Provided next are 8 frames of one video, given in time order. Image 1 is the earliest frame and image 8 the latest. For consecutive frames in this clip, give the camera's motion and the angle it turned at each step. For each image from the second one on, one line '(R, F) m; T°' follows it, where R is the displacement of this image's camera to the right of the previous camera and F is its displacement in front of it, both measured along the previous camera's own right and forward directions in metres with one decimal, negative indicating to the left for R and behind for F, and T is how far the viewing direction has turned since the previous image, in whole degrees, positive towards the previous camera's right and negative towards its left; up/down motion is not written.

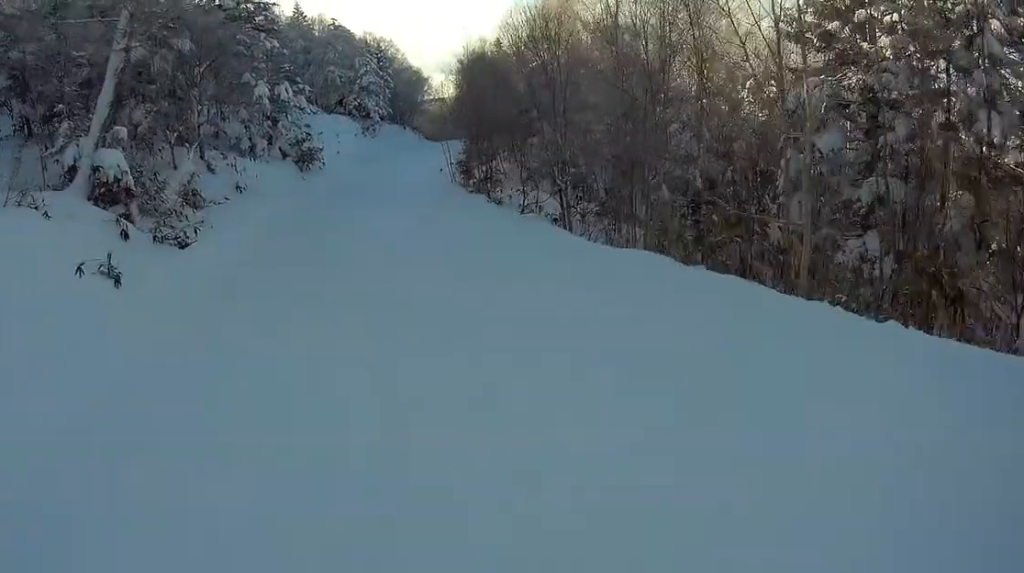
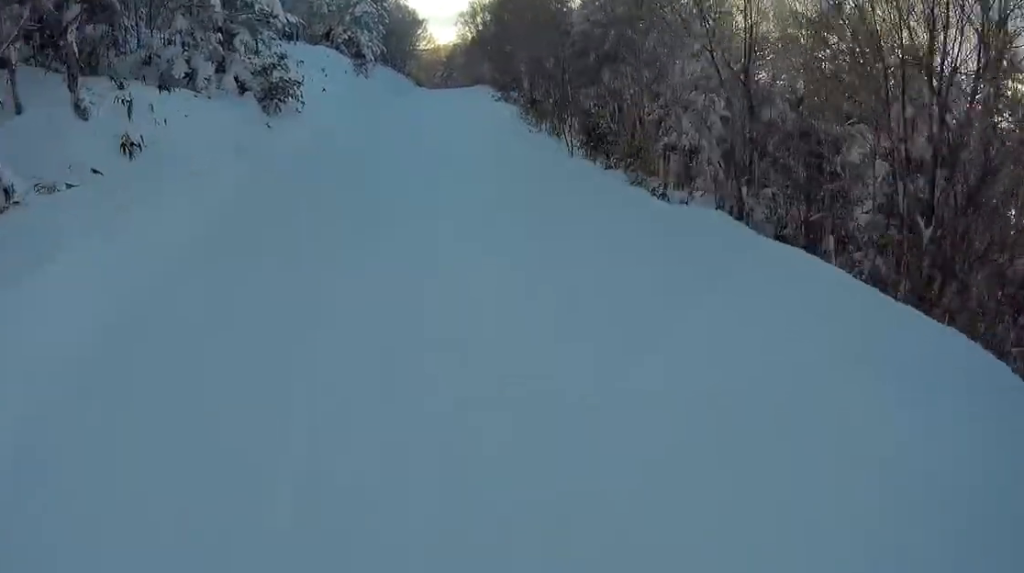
(-0.2, +9.8) m; -6°
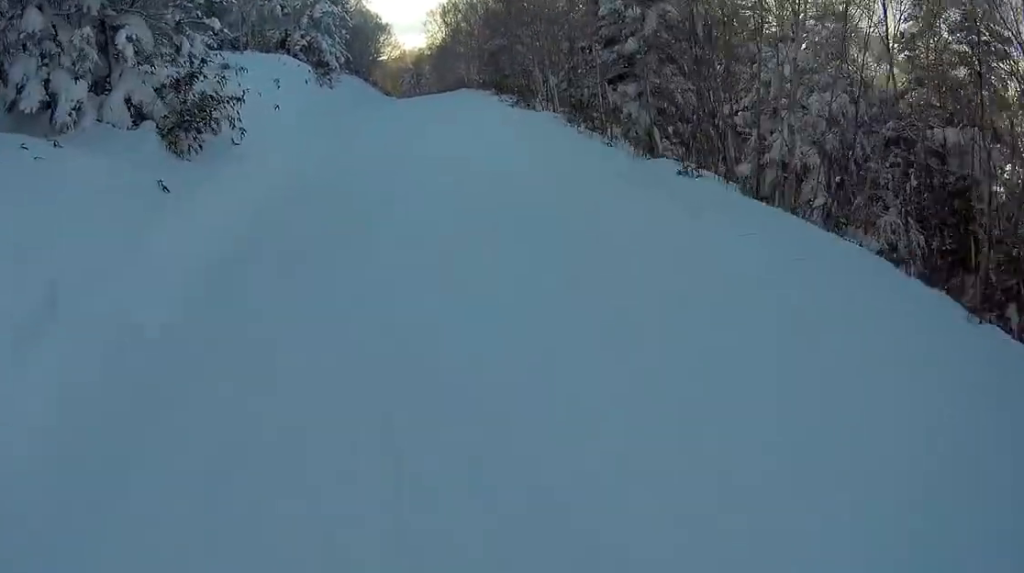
(-0.5, +6.9) m; -1°
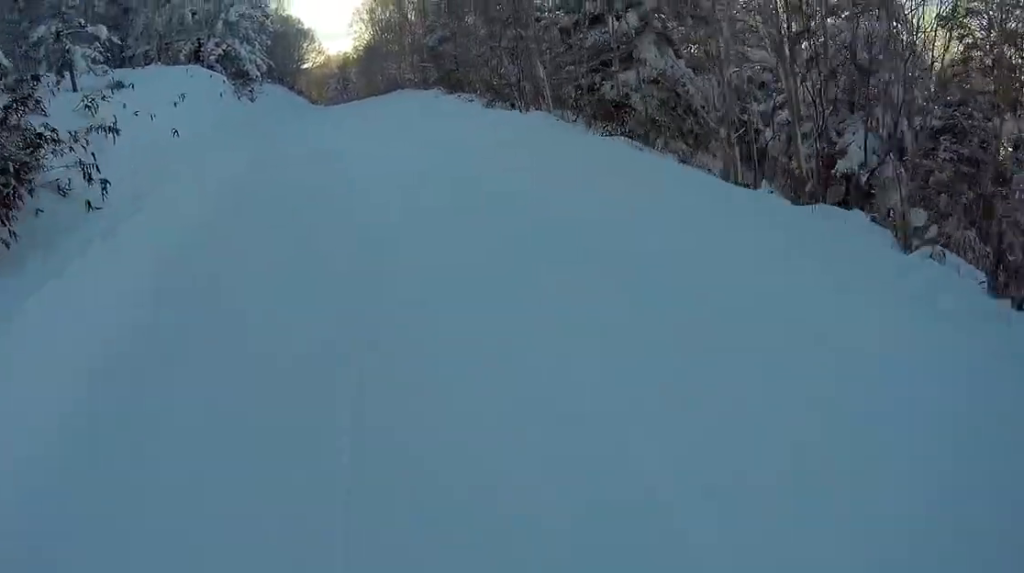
(+0.7, +4.8) m; 0°
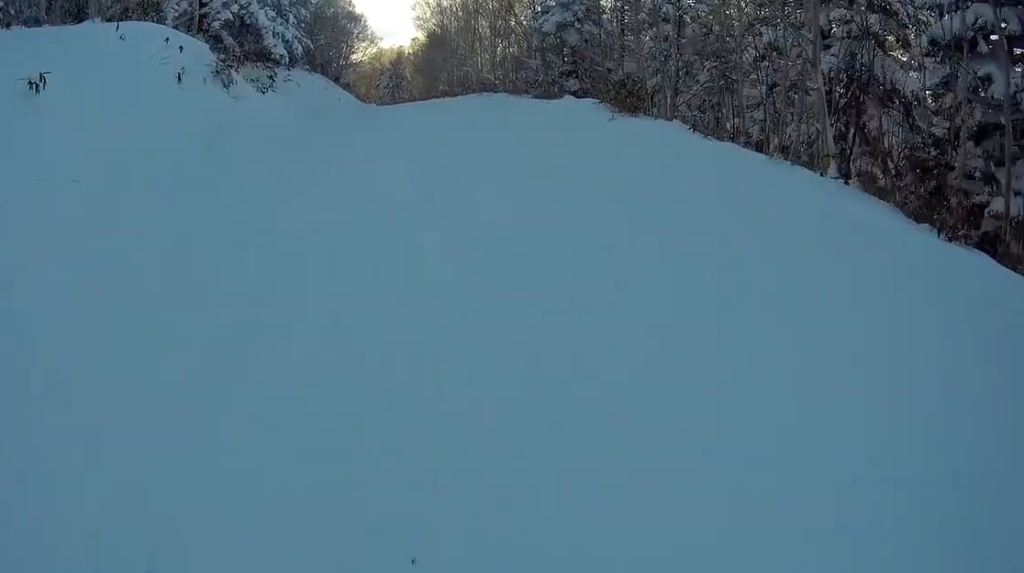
(-1.8, +13.3) m; -8°
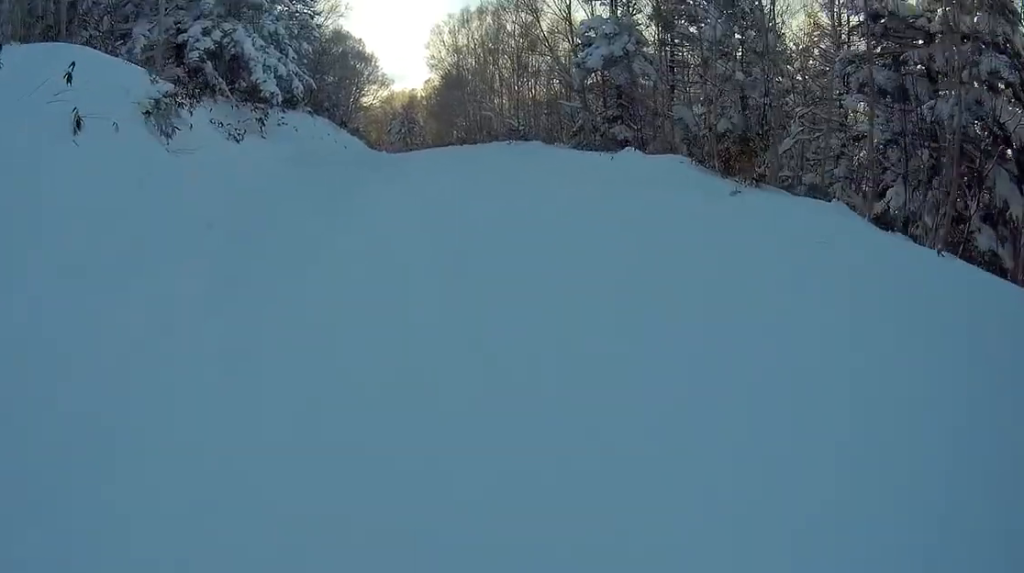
(0.0, +5.2) m; -4°
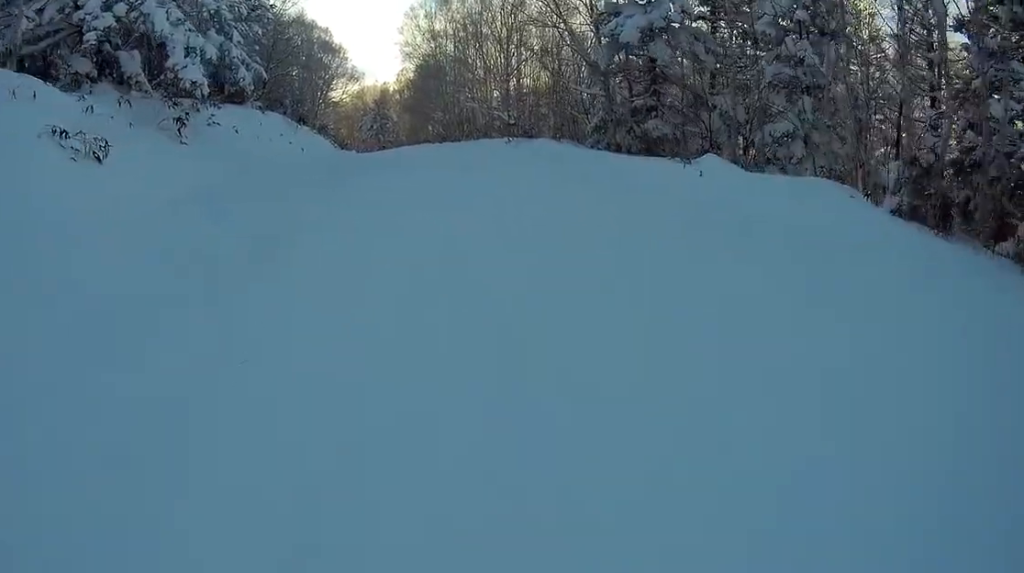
(-0.3, +6.5) m; -4°
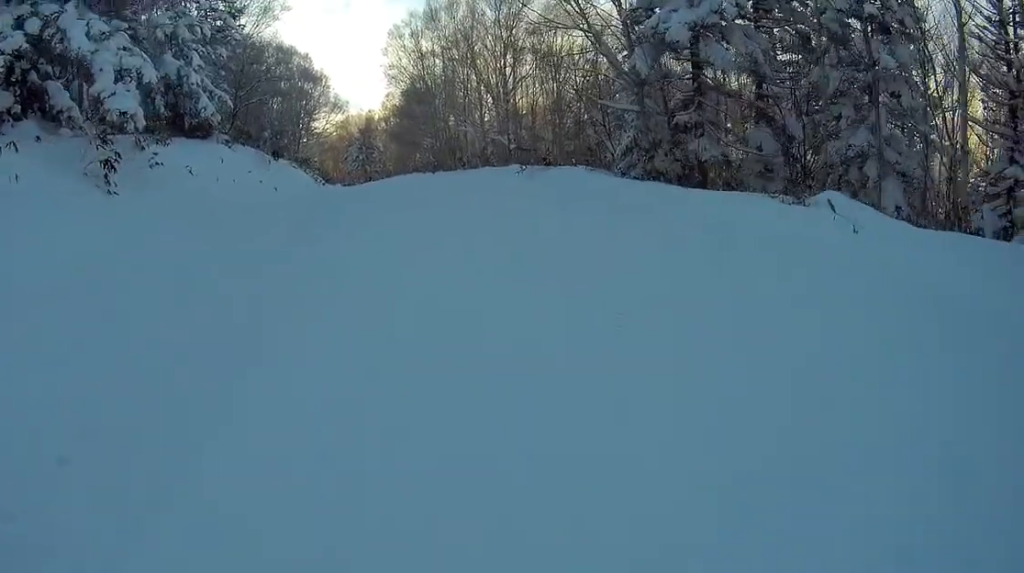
(-0.6, +4.2) m; 0°
